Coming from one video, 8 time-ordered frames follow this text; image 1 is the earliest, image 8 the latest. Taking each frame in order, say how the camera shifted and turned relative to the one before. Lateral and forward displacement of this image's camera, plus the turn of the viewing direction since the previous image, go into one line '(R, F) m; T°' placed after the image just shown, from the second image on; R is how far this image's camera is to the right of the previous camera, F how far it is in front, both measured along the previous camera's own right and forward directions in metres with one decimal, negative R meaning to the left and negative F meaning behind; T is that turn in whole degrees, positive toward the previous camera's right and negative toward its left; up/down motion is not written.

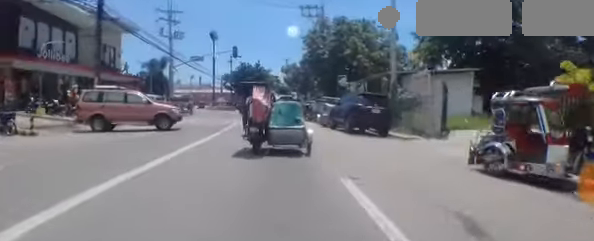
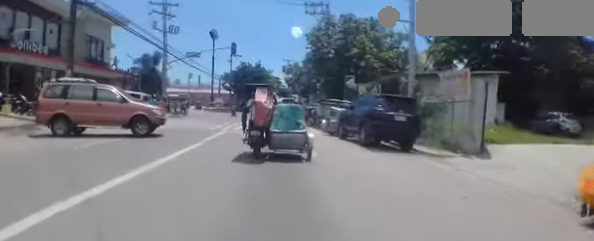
(0.0, +3.0) m; 0°
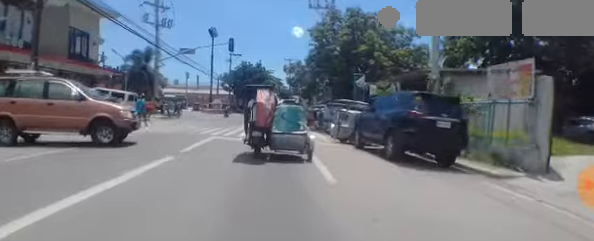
(0.0, +2.7) m; -1°
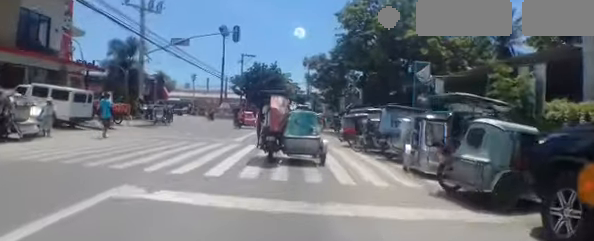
(-0.3, +7.8) m; -4°
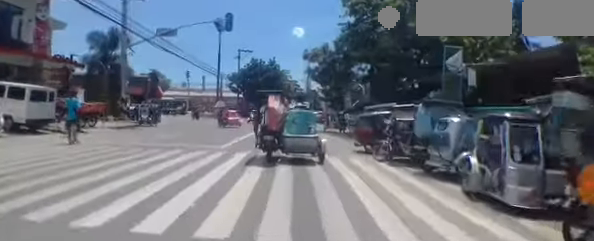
(0.0, +2.8) m; -3°
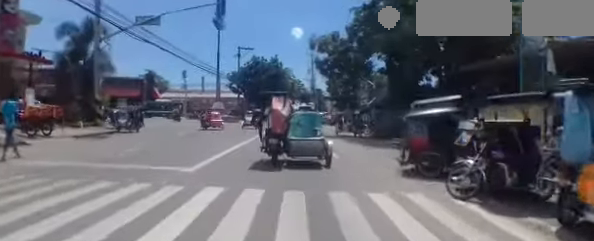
(-0.1, +3.8) m; +1°
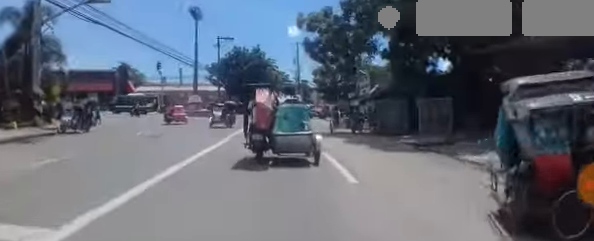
(-0.2, +3.3) m; +6°
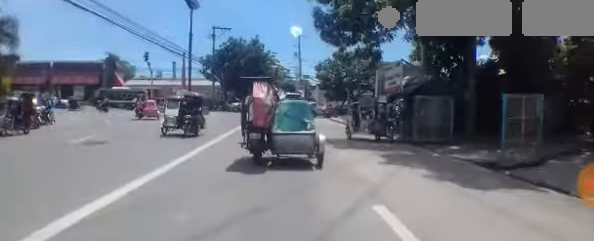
(+0.7, +3.6) m; +11°
